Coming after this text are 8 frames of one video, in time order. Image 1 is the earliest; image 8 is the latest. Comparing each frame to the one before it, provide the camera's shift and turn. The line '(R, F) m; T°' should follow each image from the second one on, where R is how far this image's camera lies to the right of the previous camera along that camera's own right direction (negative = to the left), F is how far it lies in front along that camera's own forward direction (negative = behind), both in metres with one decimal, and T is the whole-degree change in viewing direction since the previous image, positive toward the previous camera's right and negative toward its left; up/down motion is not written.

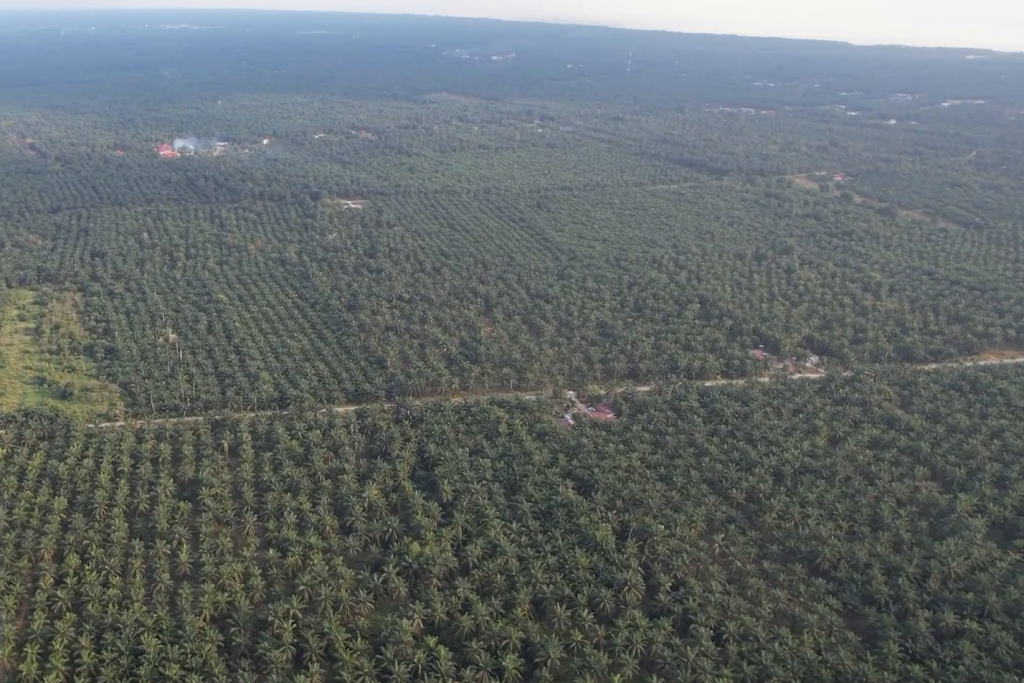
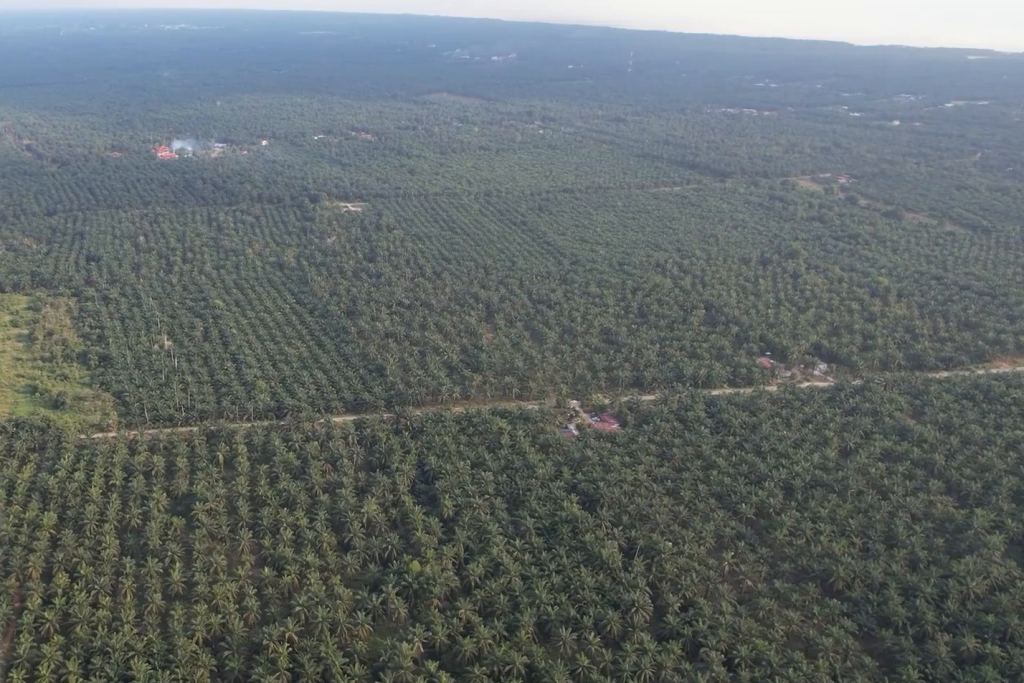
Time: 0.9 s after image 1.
(0.0, +12.1) m; 0°
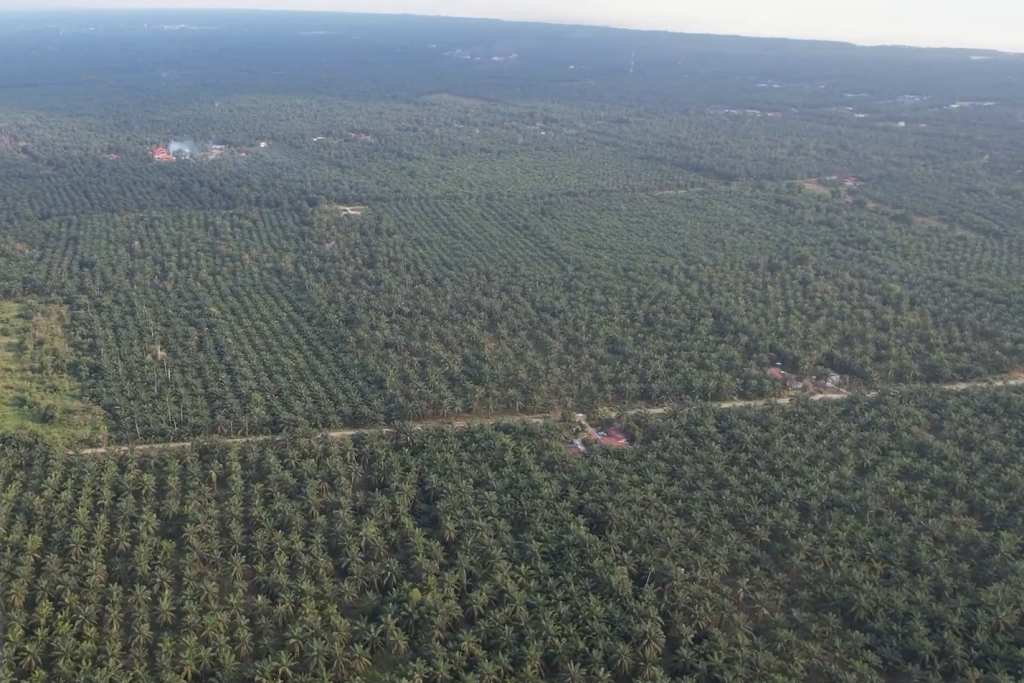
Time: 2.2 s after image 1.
(0.0, +17.8) m; 0°
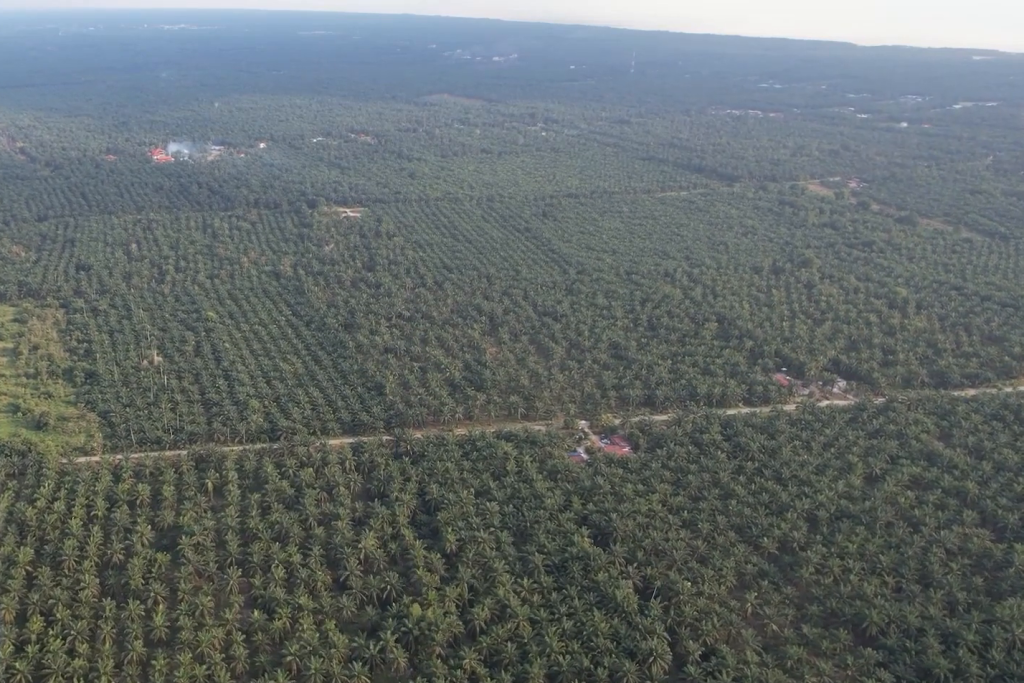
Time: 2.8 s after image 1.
(0.0, +8.6) m; 0°
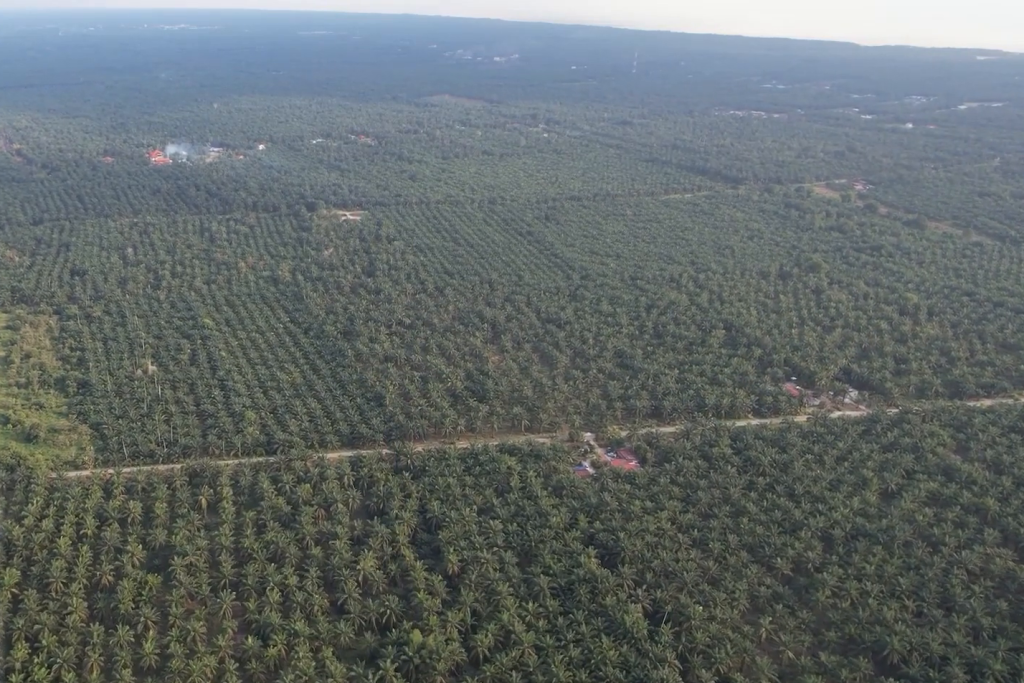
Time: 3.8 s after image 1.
(0.0, +14.5) m; 0°
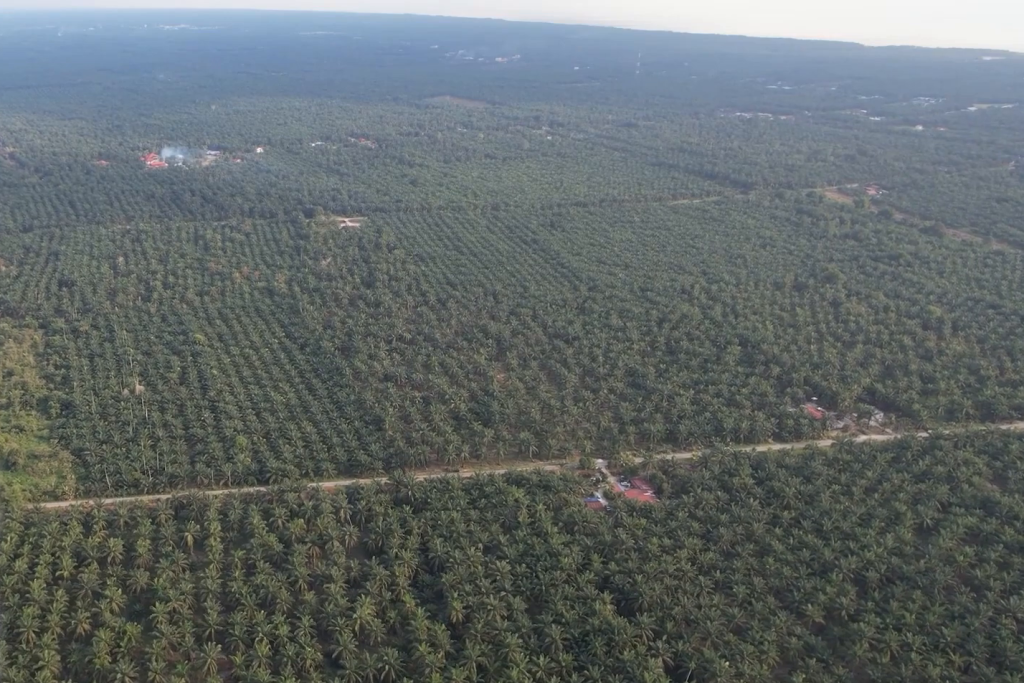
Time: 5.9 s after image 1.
(0.0, +28.6) m; 0°
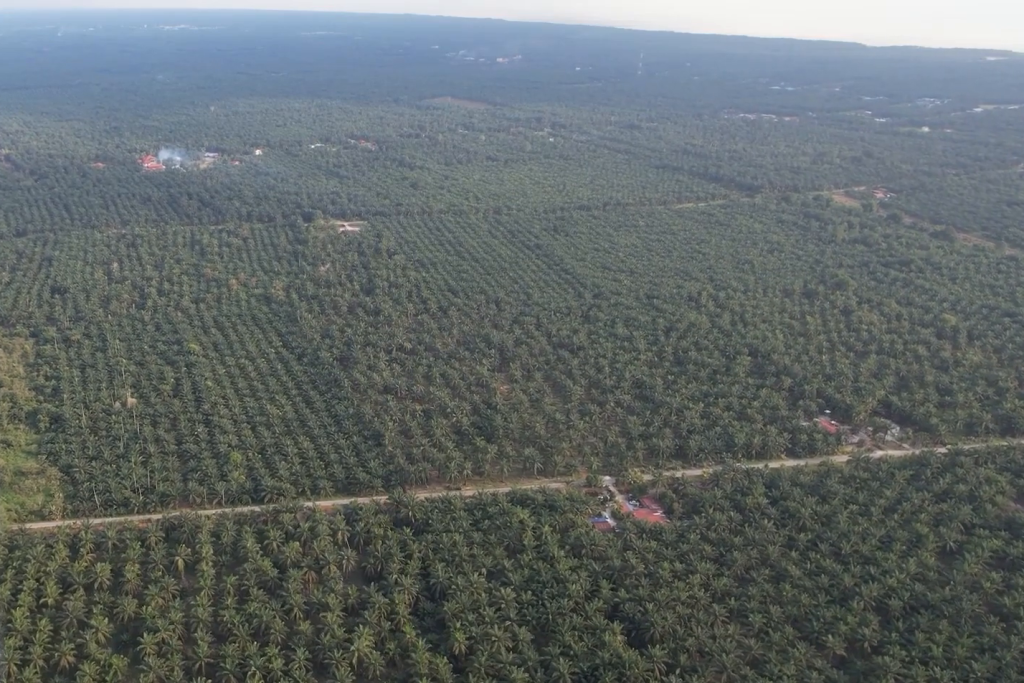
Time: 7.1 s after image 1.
(0.0, +16.9) m; 0°
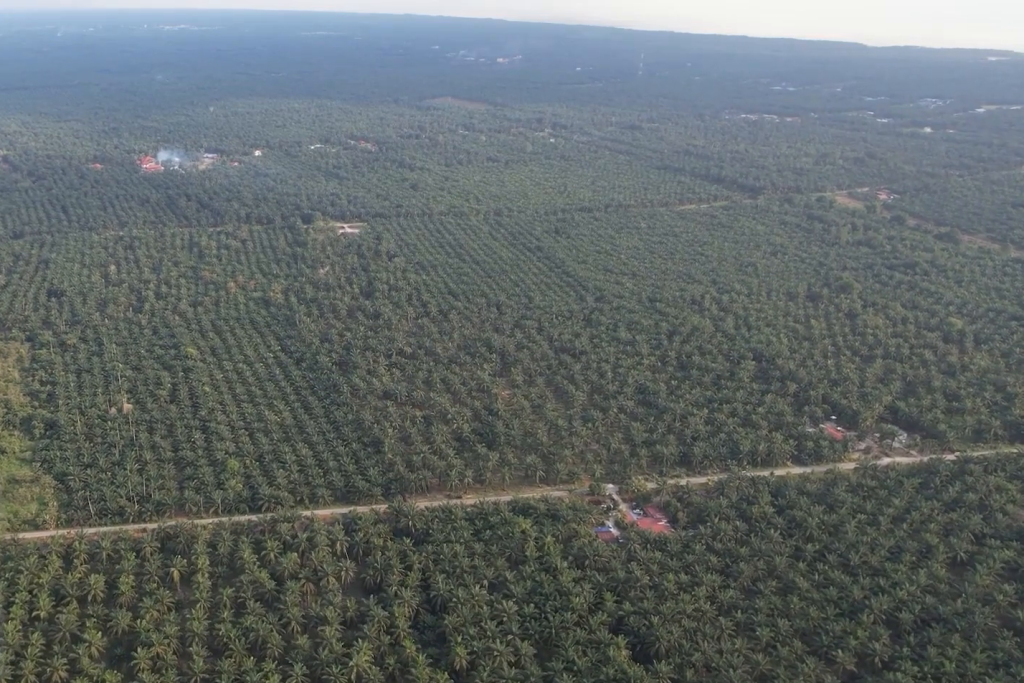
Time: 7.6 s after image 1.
(0.0, +7.6) m; 0°
